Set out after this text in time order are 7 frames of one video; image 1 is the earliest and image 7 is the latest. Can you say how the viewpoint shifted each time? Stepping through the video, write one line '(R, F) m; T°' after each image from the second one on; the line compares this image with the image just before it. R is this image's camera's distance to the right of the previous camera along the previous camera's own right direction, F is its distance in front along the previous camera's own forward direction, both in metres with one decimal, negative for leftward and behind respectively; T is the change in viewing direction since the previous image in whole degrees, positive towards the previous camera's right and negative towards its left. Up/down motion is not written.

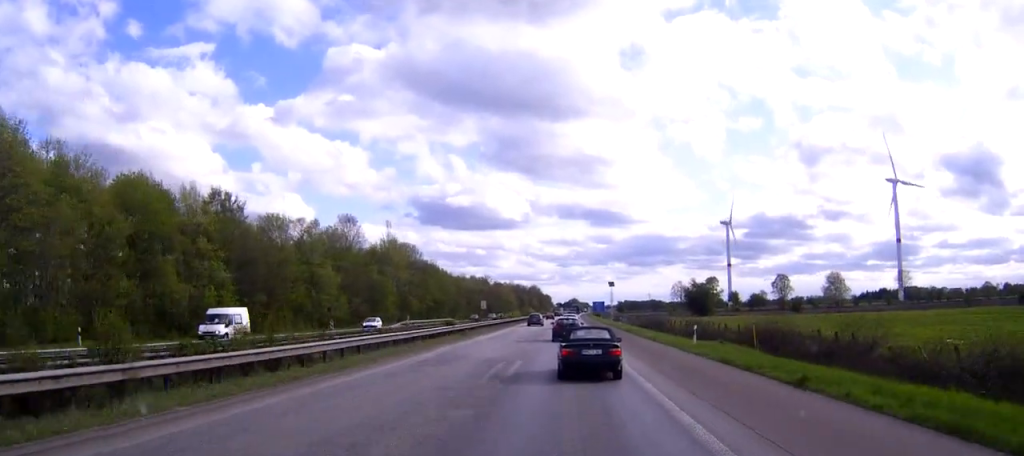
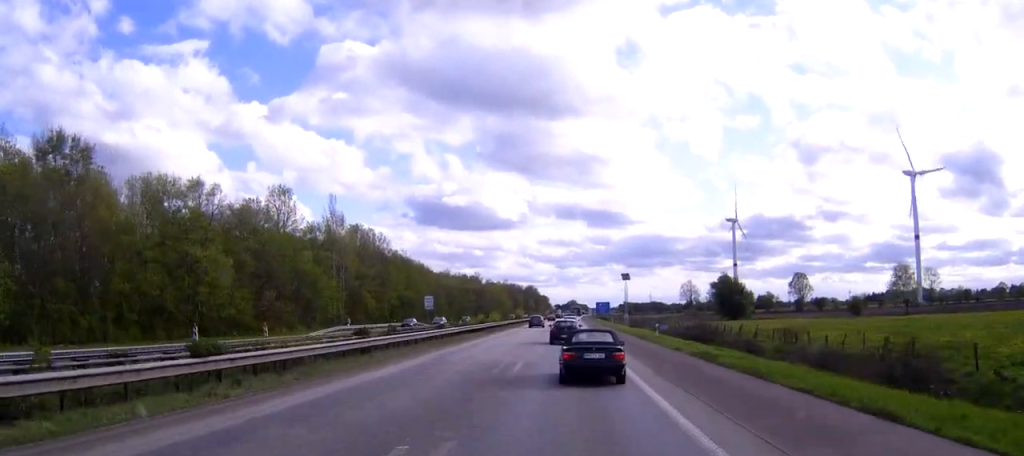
(+0.1, +33.4) m; 0°
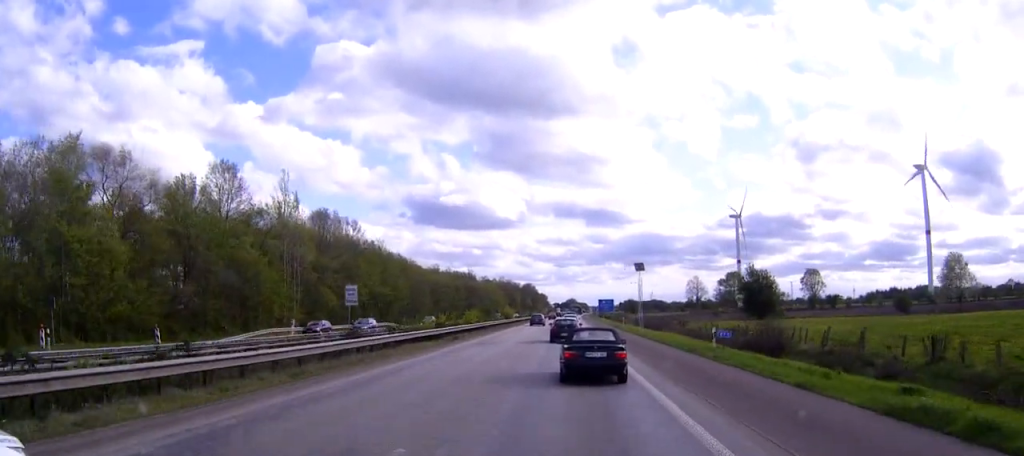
(0.0, +18.8) m; 0°
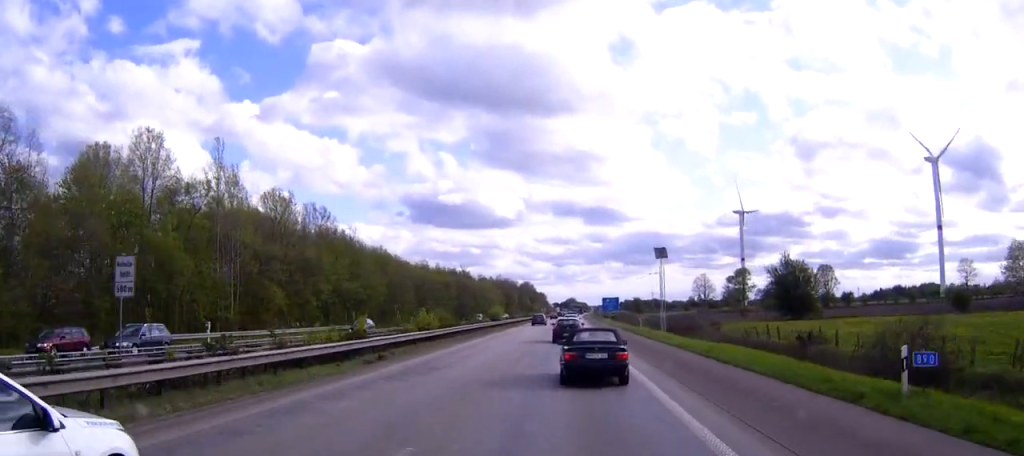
(0.0, +18.0) m; 0°
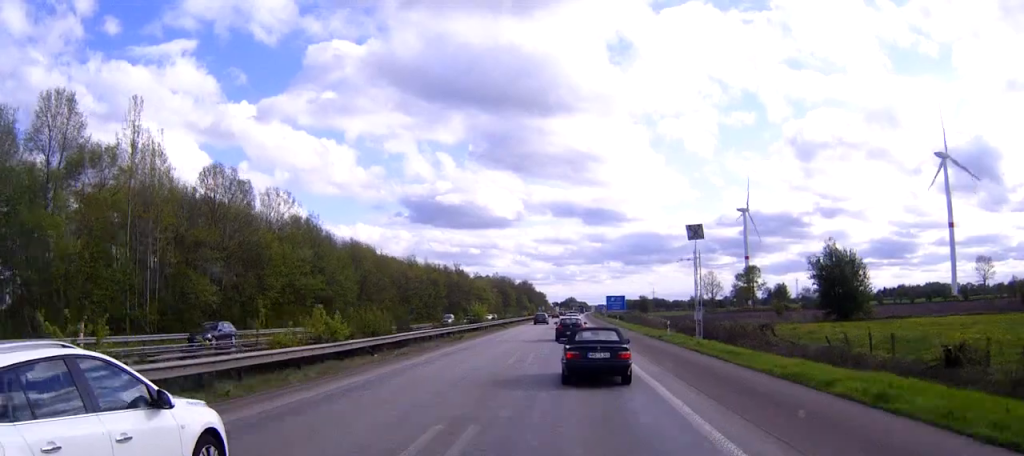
(0.0, +16.4) m; 0°
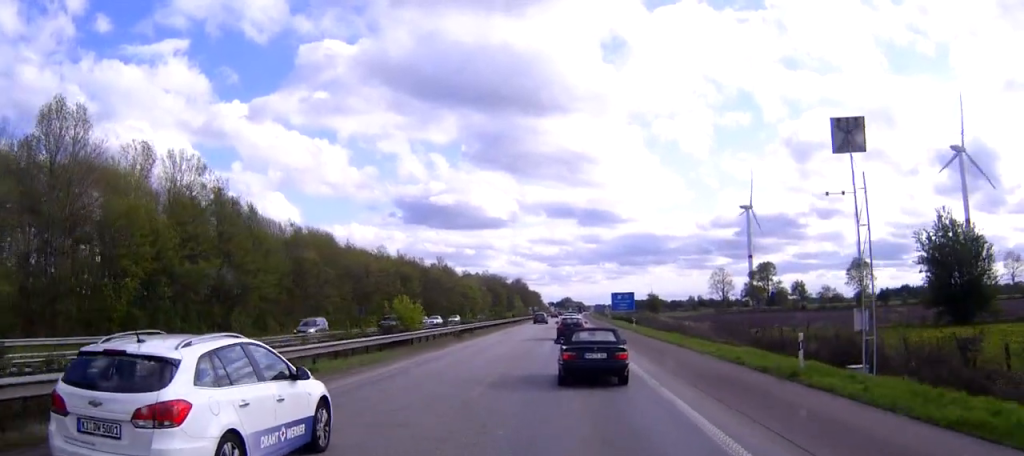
(0.0, +26.7) m; 0°
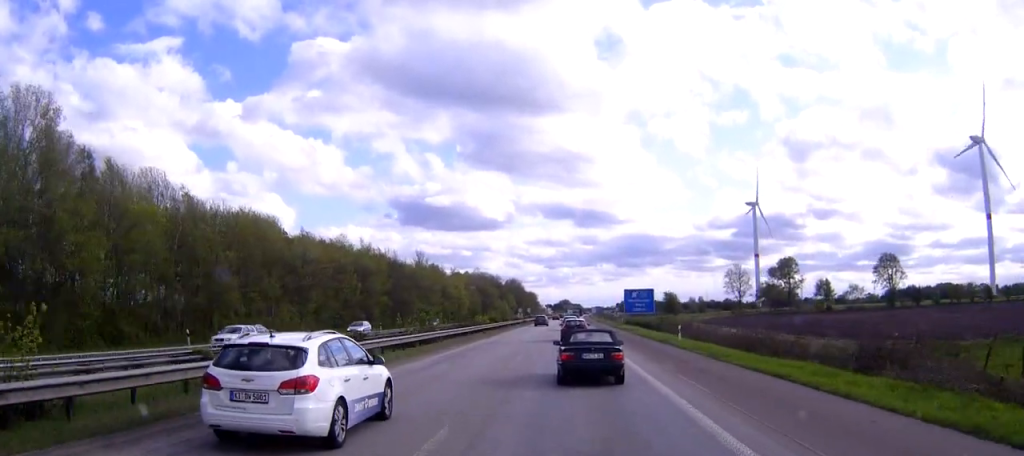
(+0.2, +28.0) m; +1°
